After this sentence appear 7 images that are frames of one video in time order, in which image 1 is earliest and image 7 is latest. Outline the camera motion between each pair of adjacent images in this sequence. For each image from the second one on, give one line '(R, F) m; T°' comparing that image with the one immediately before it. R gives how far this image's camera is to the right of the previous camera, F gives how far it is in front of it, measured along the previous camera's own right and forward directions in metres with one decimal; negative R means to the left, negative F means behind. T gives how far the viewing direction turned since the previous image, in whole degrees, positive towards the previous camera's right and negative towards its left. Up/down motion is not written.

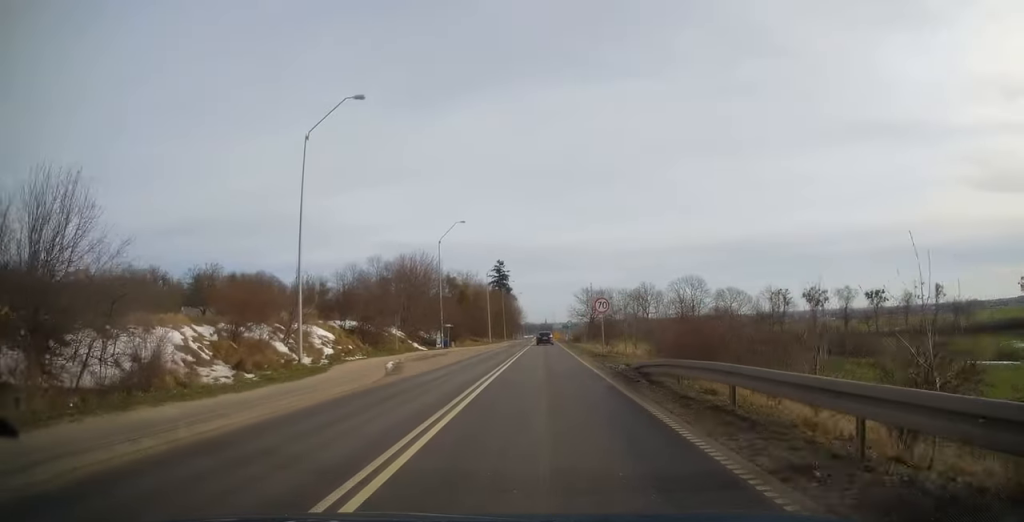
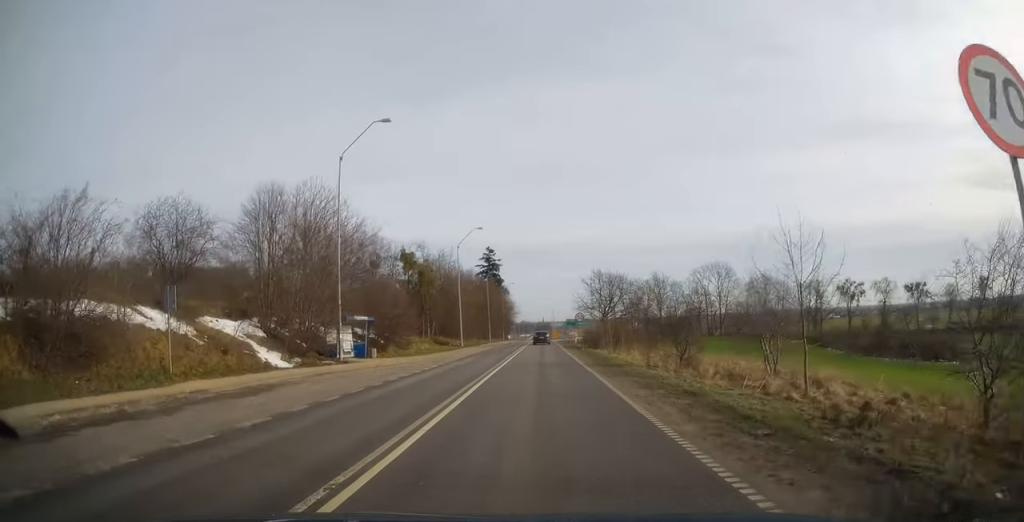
(-0.1, +29.2) m; +1°
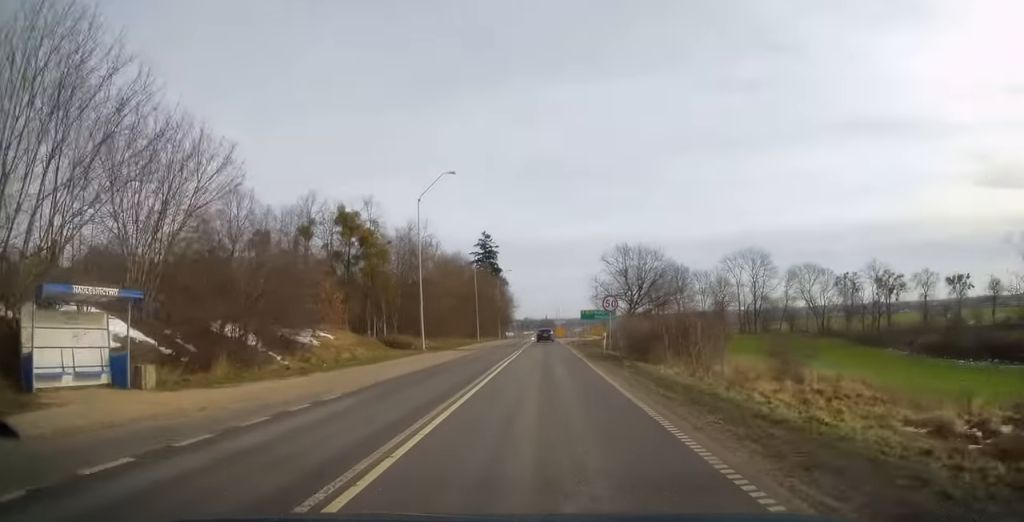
(+0.2, +22.1) m; 0°
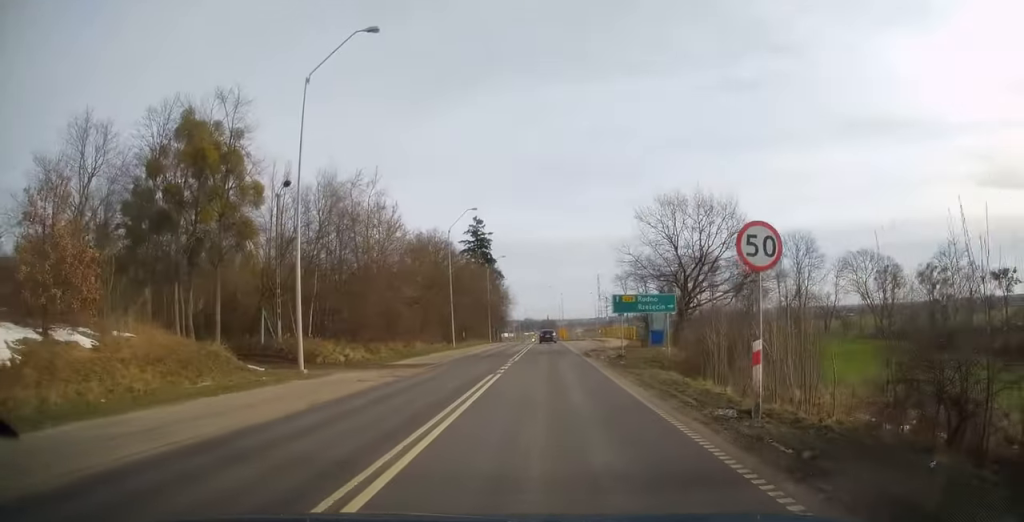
(-0.2, +22.0) m; -2°
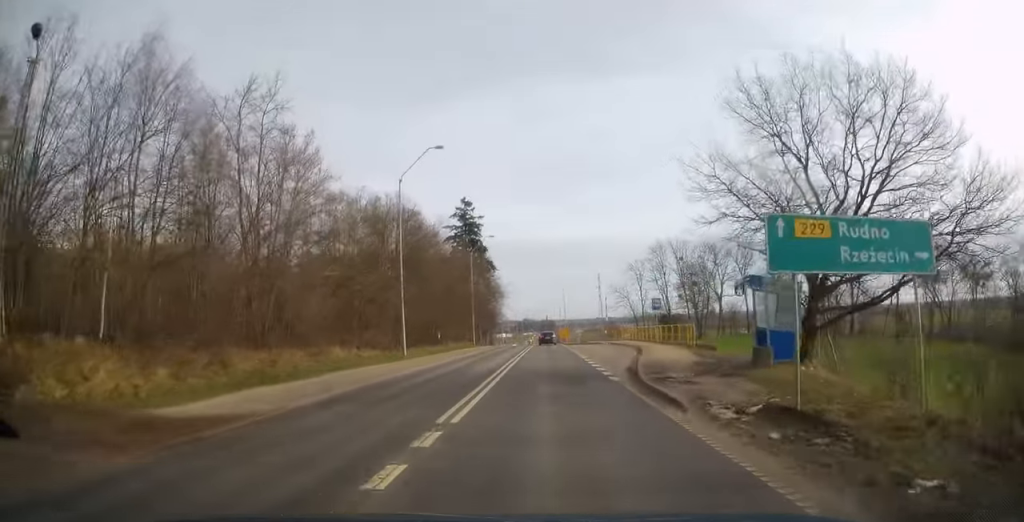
(-0.2, +19.0) m; +1°
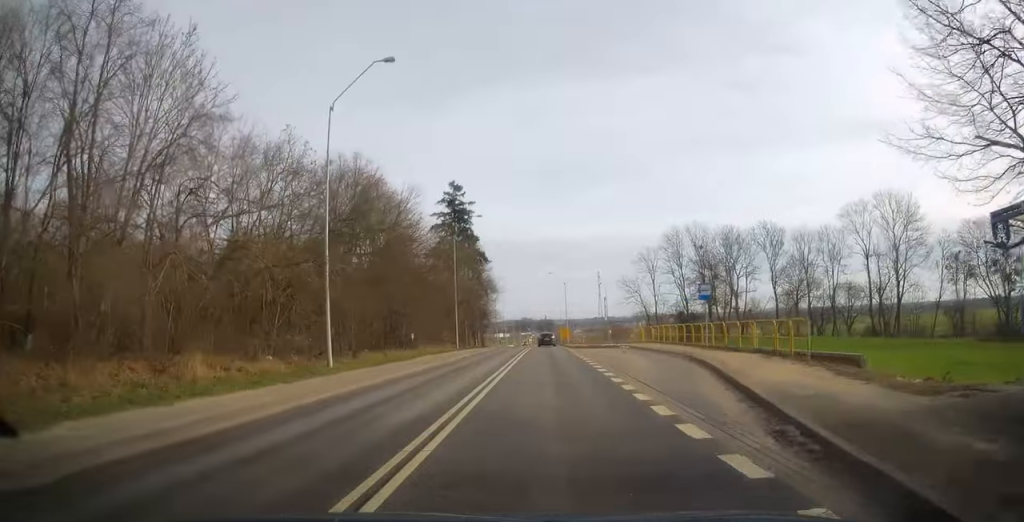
(+0.2, +12.5) m; +1°
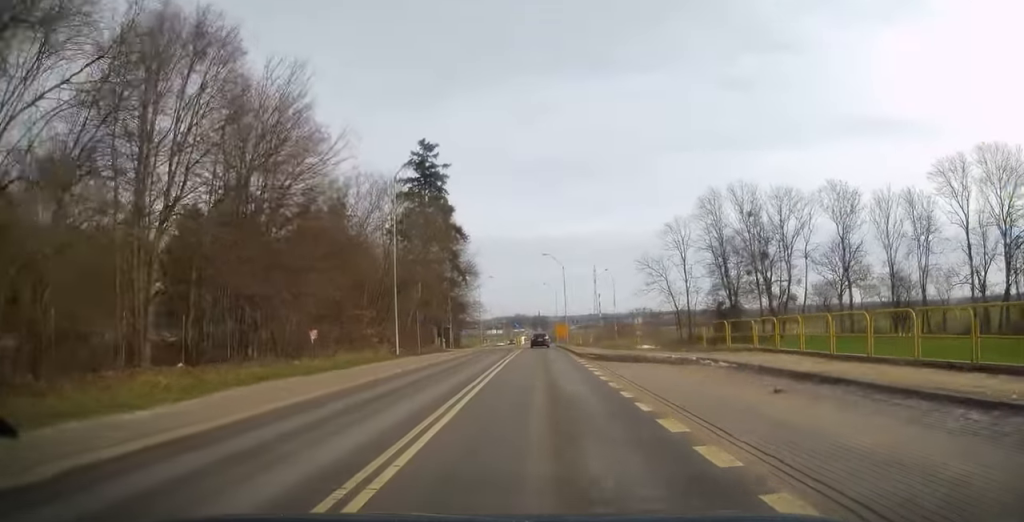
(0.0, +21.3) m; 0°
